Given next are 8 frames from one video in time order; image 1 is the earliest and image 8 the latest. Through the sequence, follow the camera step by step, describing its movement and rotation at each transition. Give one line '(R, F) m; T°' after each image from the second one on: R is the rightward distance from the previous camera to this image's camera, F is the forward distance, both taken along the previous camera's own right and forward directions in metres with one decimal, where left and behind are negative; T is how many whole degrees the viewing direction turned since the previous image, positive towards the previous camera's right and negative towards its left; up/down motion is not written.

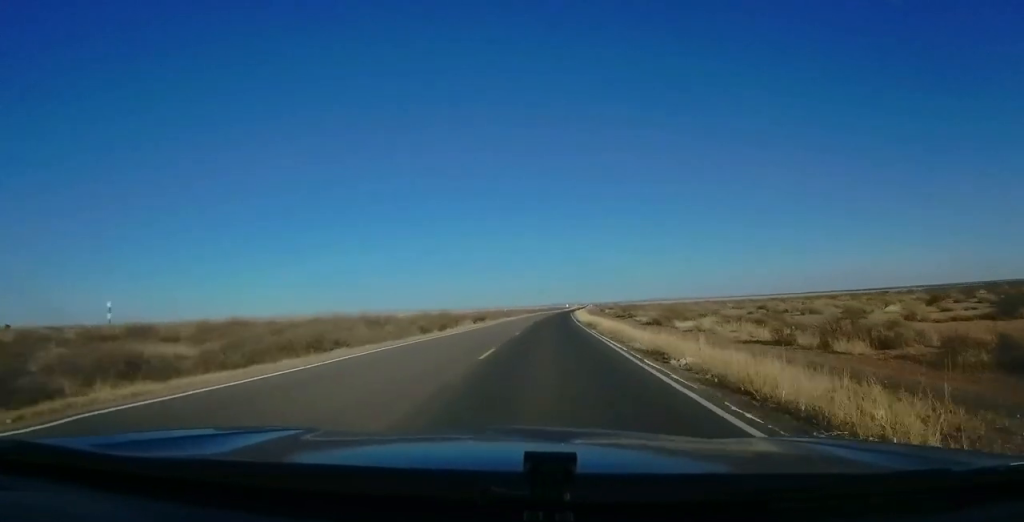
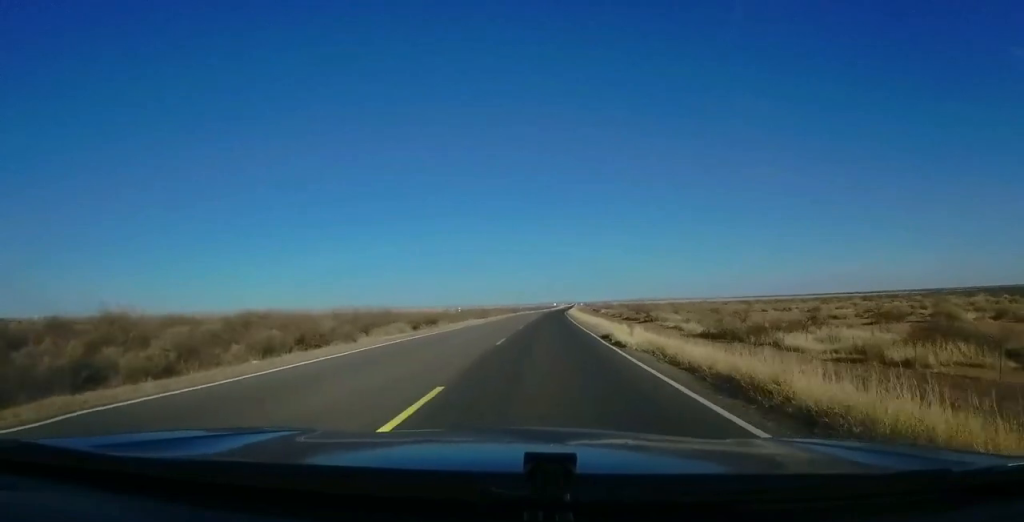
(0.0, +32.7) m; +1°
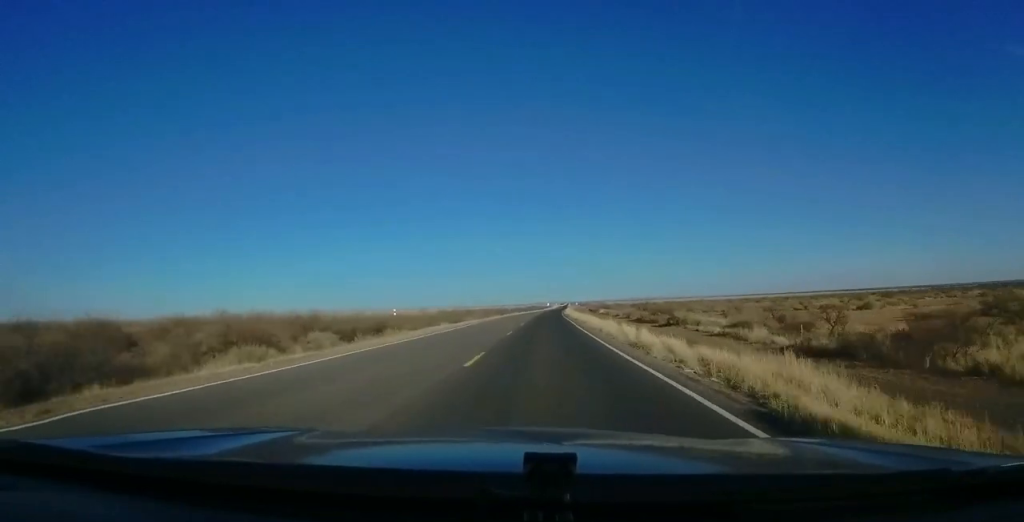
(0.0, +18.4) m; +1°
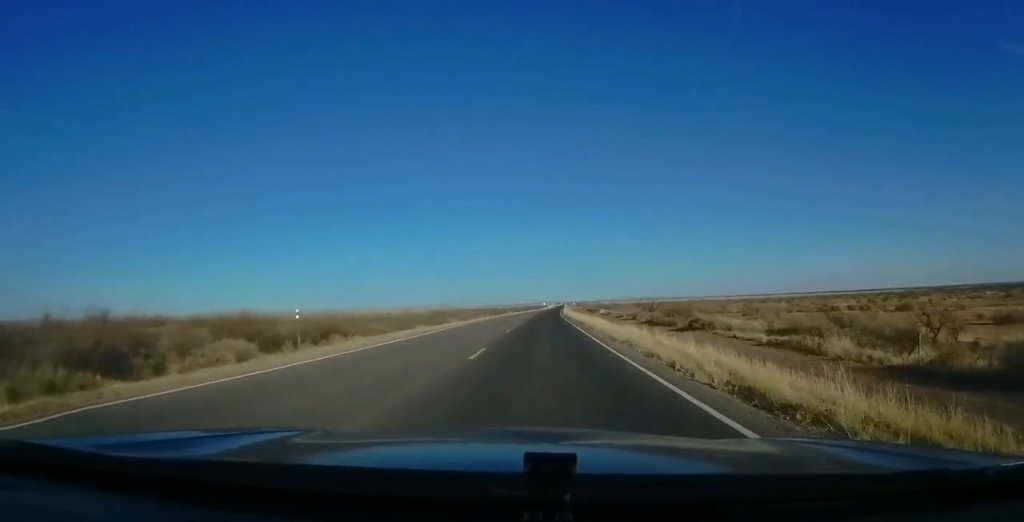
(+0.2, +10.9) m; +1°
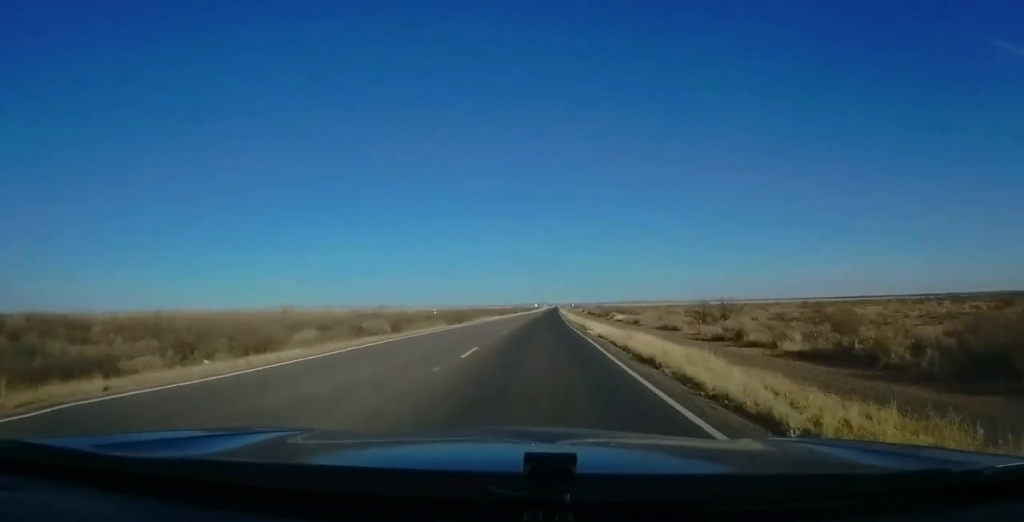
(+0.5, +48.1) m; +1°
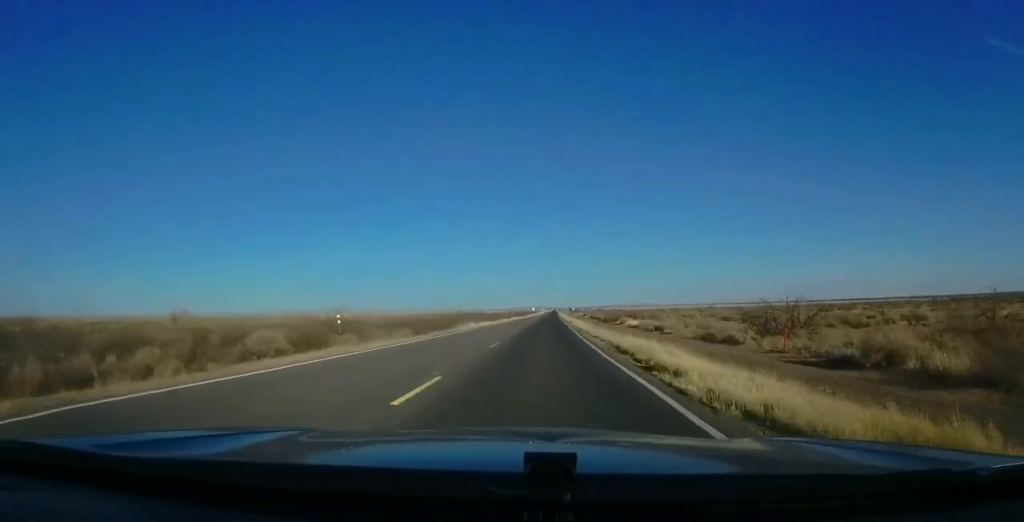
(0.0, +18.3) m; 0°
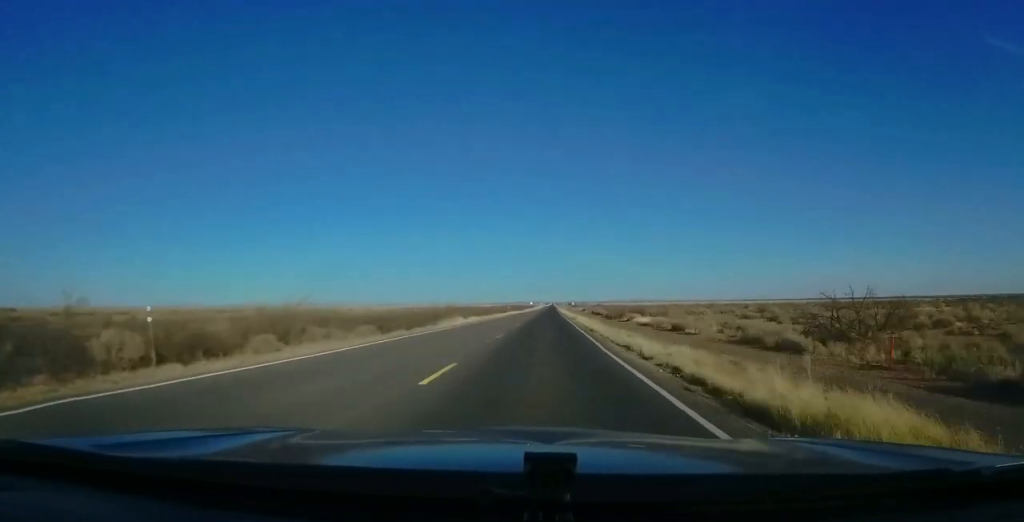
(0.0, +10.8) m; 0°
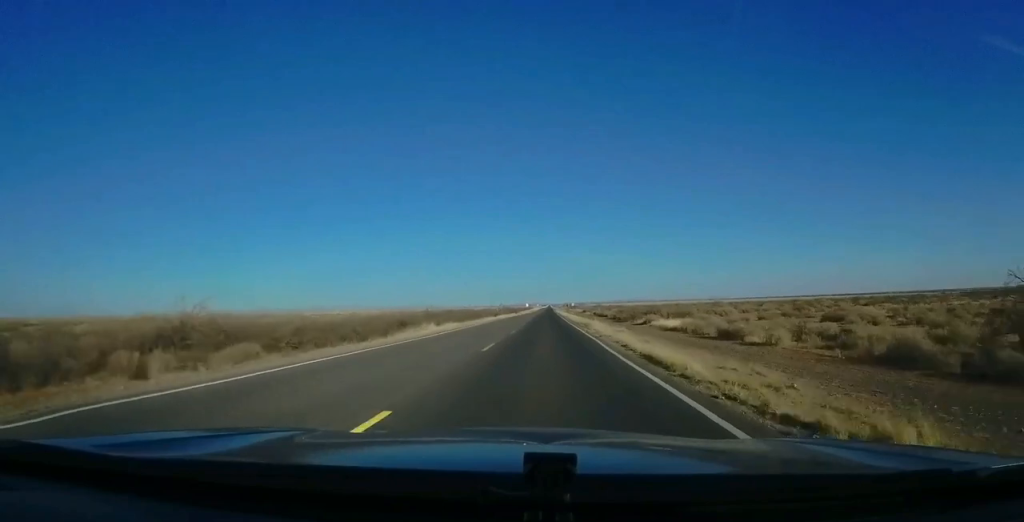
(0.0, +17.5) m; 0°
